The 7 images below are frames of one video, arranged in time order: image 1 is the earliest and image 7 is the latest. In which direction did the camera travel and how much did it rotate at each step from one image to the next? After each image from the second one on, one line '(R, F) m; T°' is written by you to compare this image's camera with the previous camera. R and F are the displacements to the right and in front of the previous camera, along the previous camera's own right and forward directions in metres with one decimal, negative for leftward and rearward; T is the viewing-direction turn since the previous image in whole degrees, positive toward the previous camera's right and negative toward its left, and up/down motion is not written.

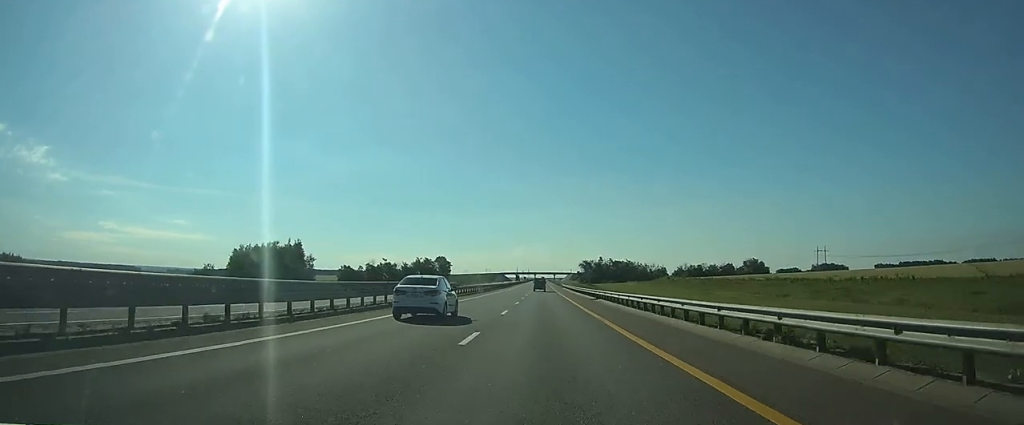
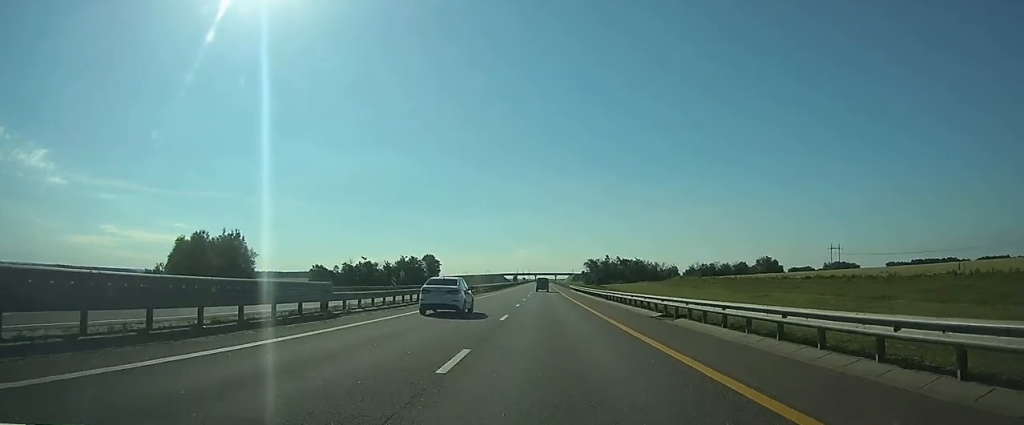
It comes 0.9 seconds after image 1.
(0.0, +27.4) m; 0°
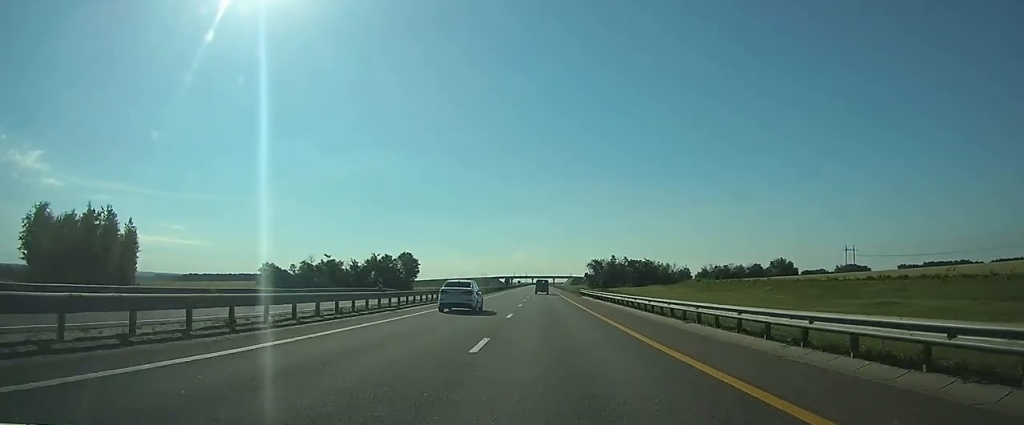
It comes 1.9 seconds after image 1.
(-0.1, +32.7) m; 0°
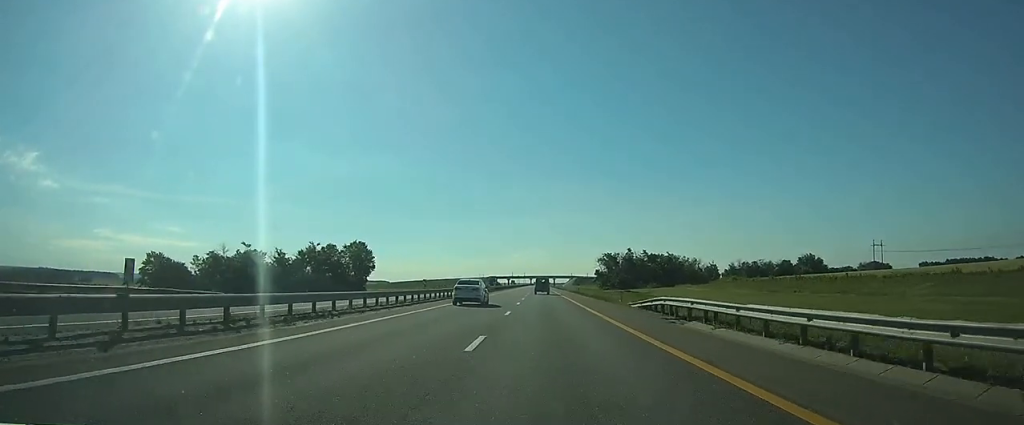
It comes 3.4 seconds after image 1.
(+0.2, +47.6) m; 0°
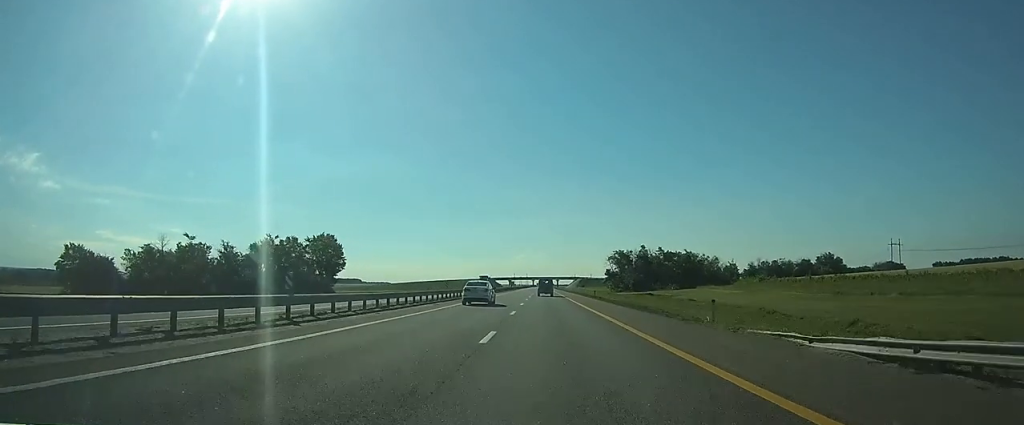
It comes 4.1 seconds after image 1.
(0.0, +22.3) m; 0°
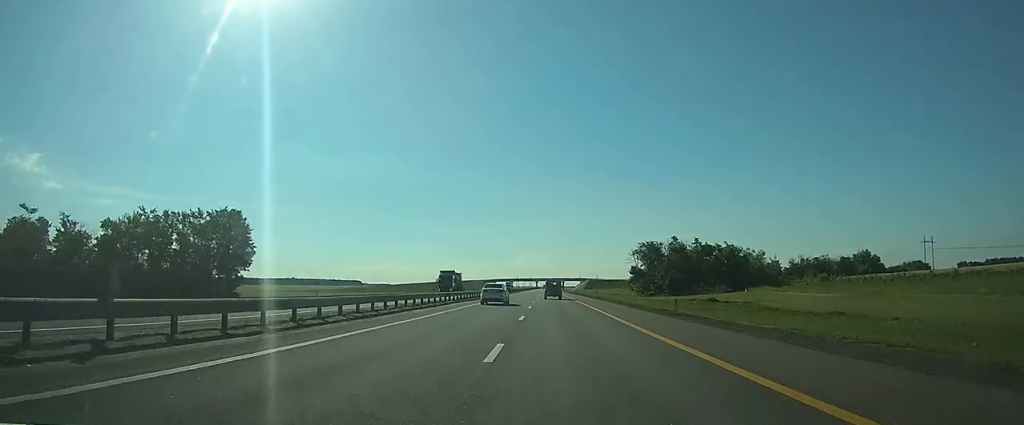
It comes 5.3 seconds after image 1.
(0.0, +38.2) m; 0°
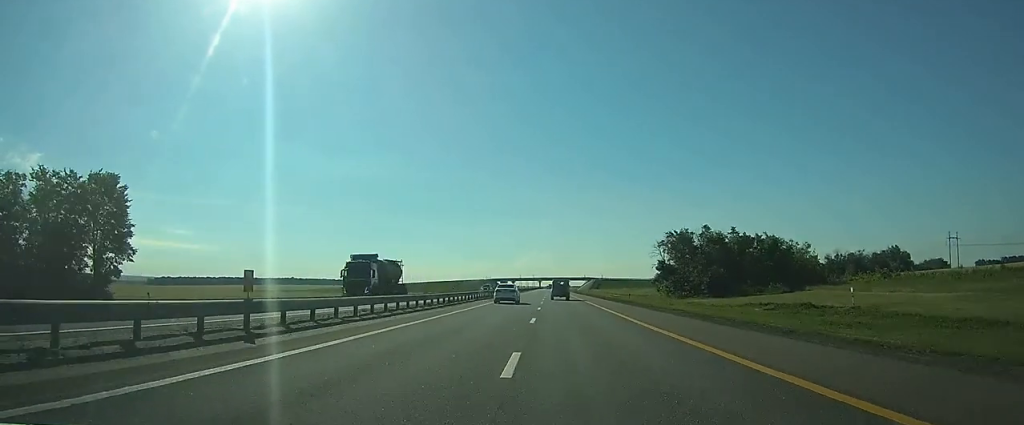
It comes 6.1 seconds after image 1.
(-0.1, +25.6) m; 0°
